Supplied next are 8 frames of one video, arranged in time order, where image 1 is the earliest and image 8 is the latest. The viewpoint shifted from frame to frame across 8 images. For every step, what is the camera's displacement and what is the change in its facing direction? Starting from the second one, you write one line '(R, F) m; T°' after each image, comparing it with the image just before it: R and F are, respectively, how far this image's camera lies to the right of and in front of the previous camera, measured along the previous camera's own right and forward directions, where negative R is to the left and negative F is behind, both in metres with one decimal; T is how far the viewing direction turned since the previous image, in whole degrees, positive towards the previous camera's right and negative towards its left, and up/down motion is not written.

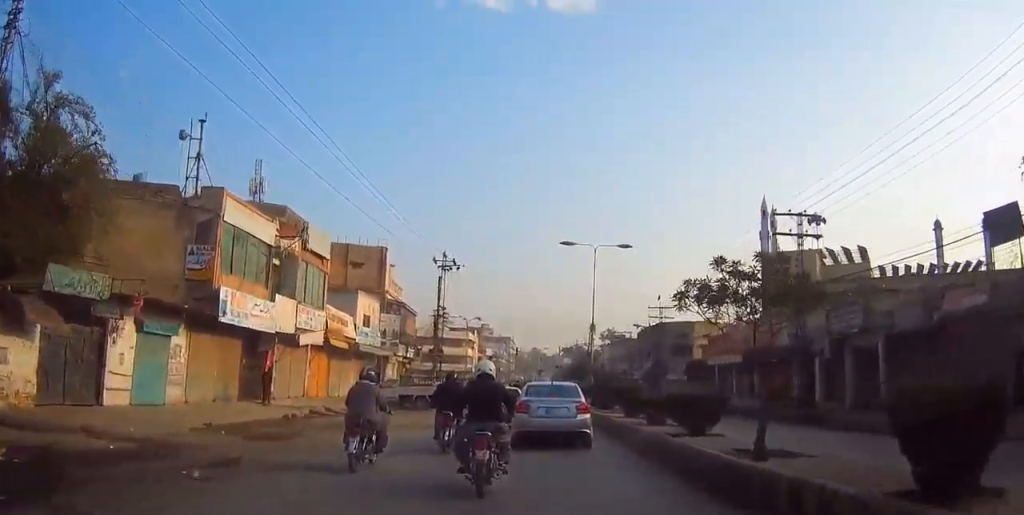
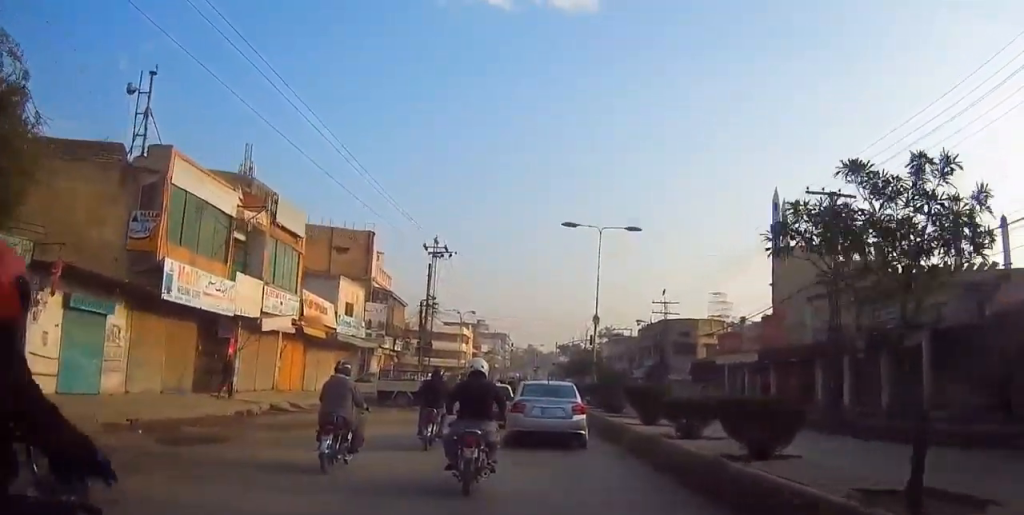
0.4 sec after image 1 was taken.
(+0.1, +3.8) m; 0°
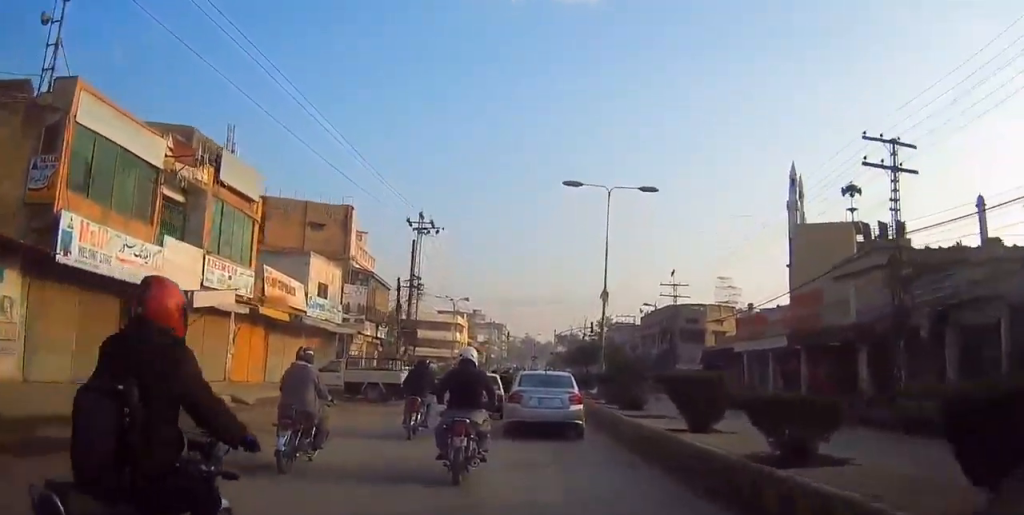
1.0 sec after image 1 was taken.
(-0.4, +5.3) m; -1°
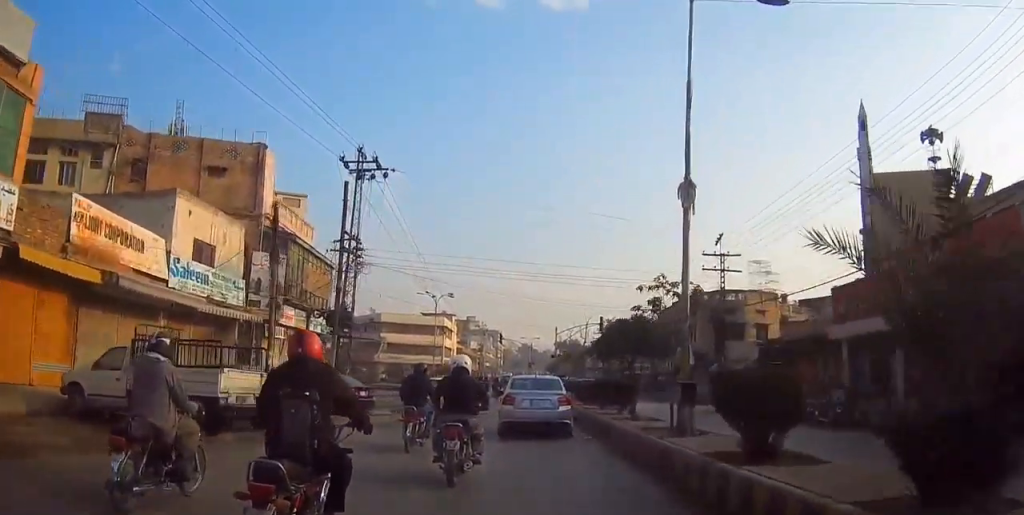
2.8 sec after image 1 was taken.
(+0.5, +15.1) m; +2°
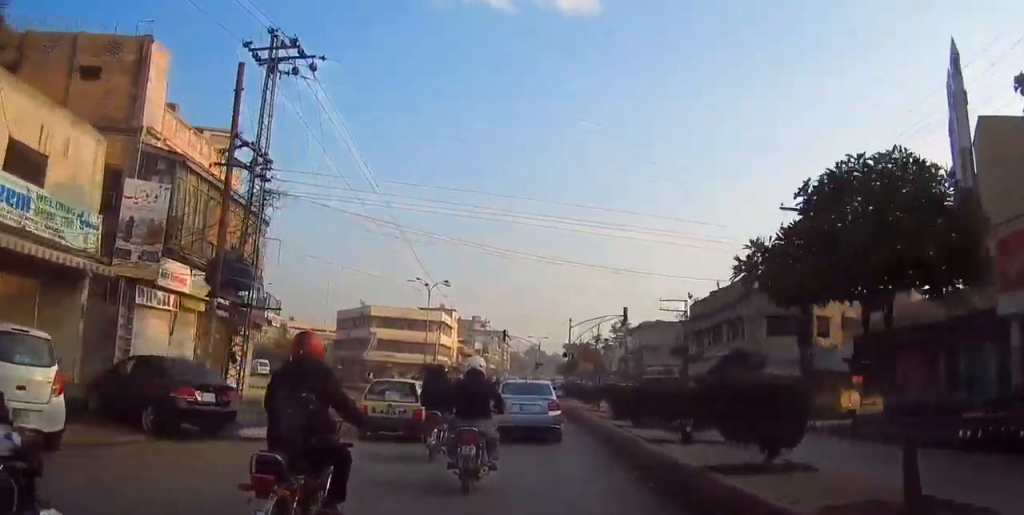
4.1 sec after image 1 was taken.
(-0.2, +11.6) m; -2°
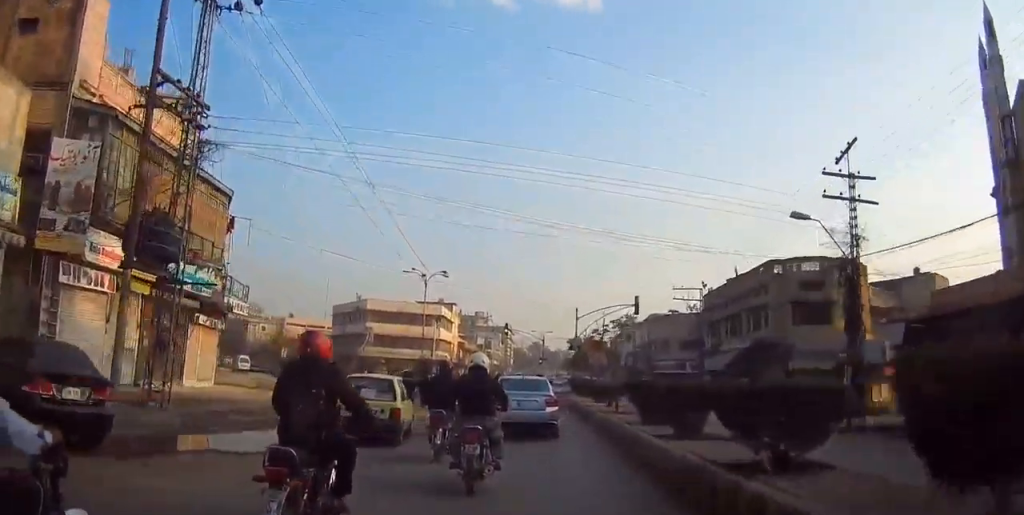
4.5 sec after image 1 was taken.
(0.0, +4.2) m; 0°
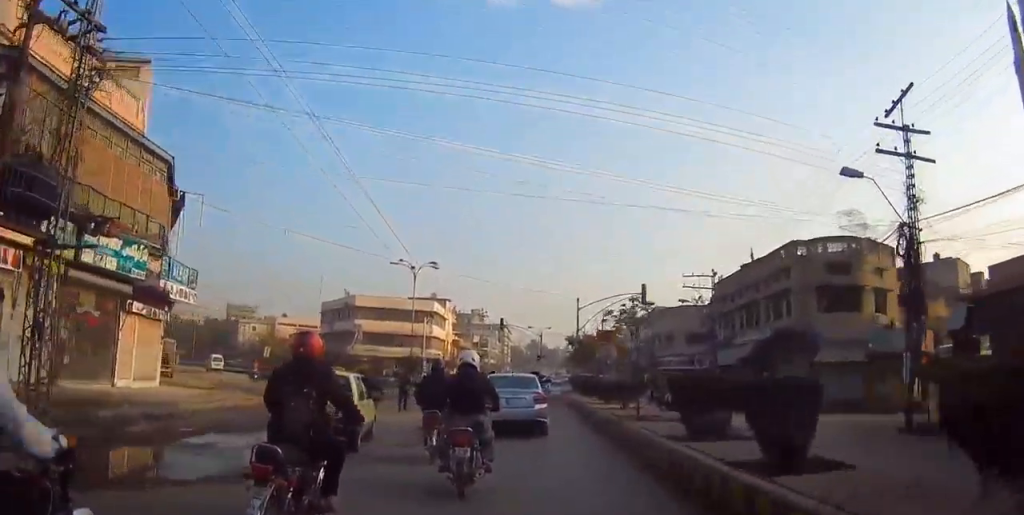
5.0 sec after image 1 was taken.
(0.0, +4.5) m; +1°
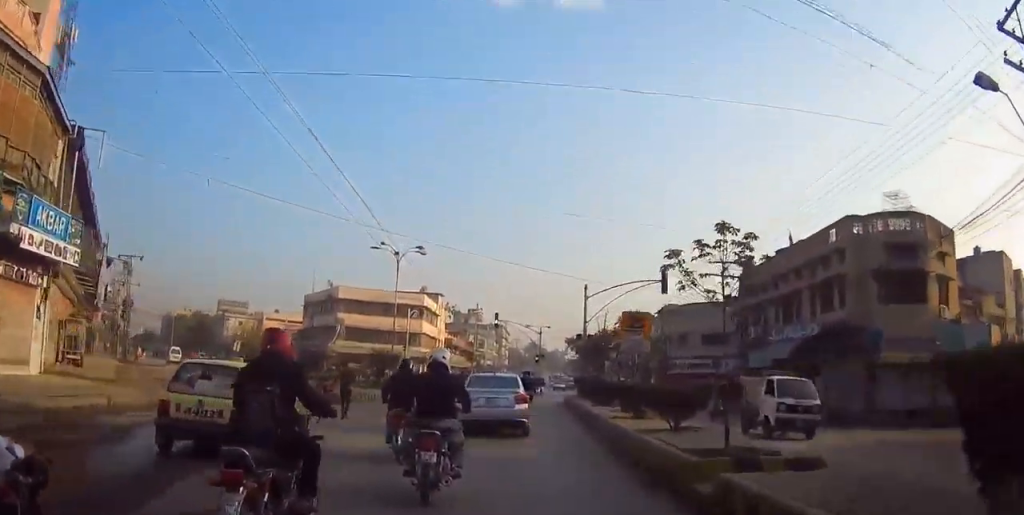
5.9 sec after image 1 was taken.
(+0.1, +7.3) m; 0°
